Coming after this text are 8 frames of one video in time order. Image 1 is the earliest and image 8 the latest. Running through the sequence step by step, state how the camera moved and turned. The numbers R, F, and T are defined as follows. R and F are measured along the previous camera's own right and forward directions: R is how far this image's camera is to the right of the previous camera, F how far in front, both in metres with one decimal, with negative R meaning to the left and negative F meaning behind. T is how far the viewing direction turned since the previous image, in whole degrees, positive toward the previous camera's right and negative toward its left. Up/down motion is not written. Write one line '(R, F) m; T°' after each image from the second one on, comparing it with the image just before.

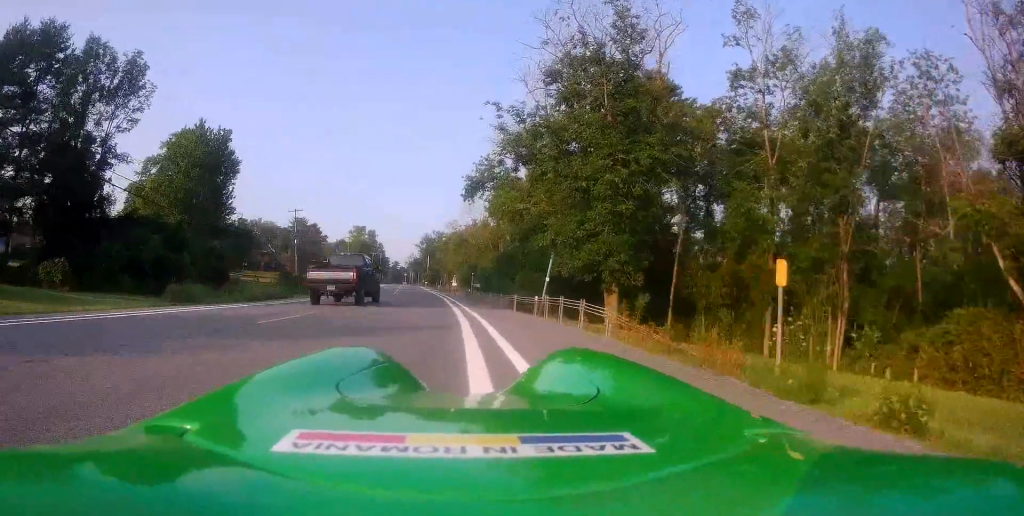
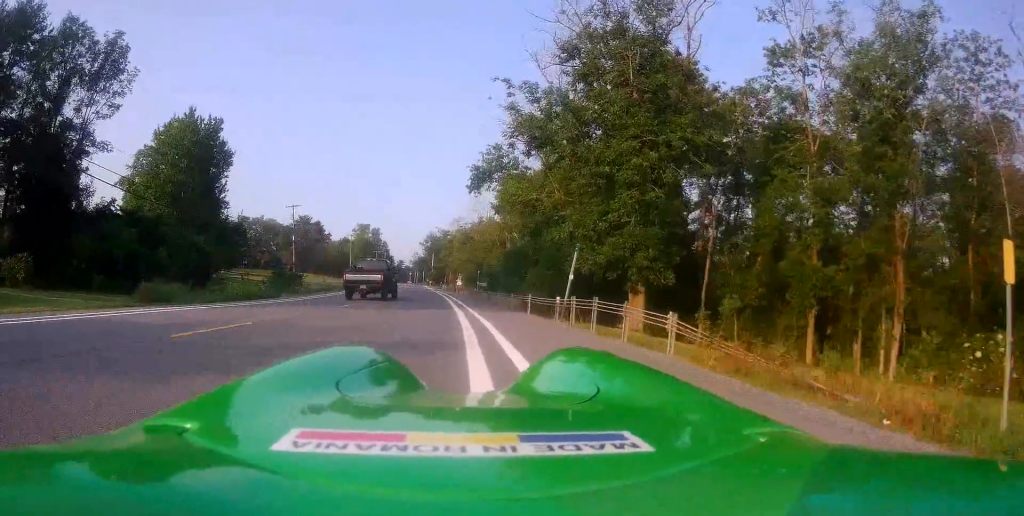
(+0.1, +3.8) m; -1°
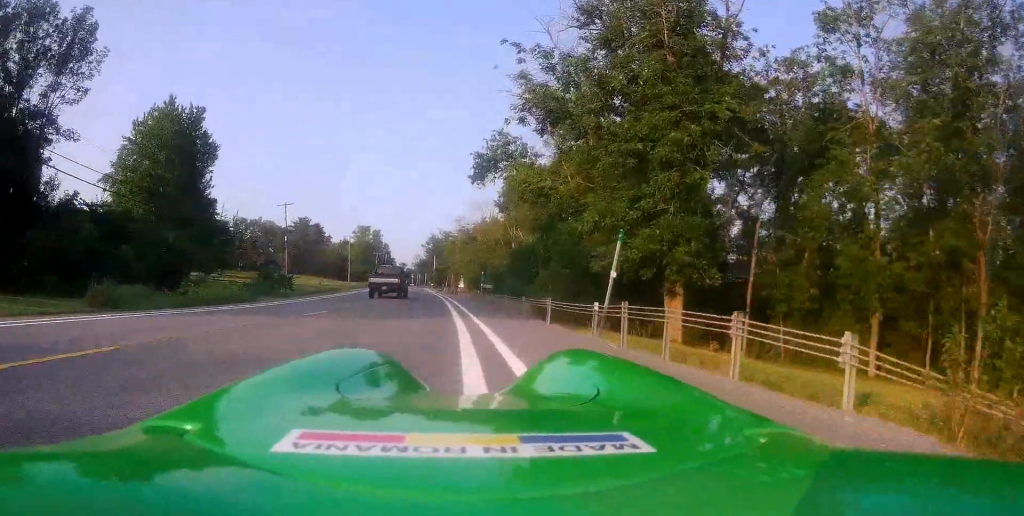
(-0.3, +4.5) m; 0°
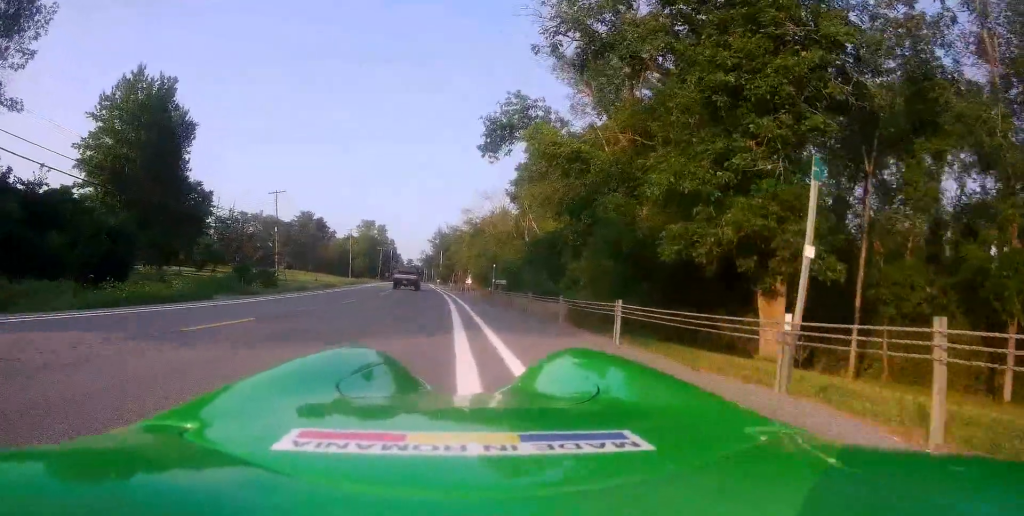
(-0.1, +6.6) m; 0°
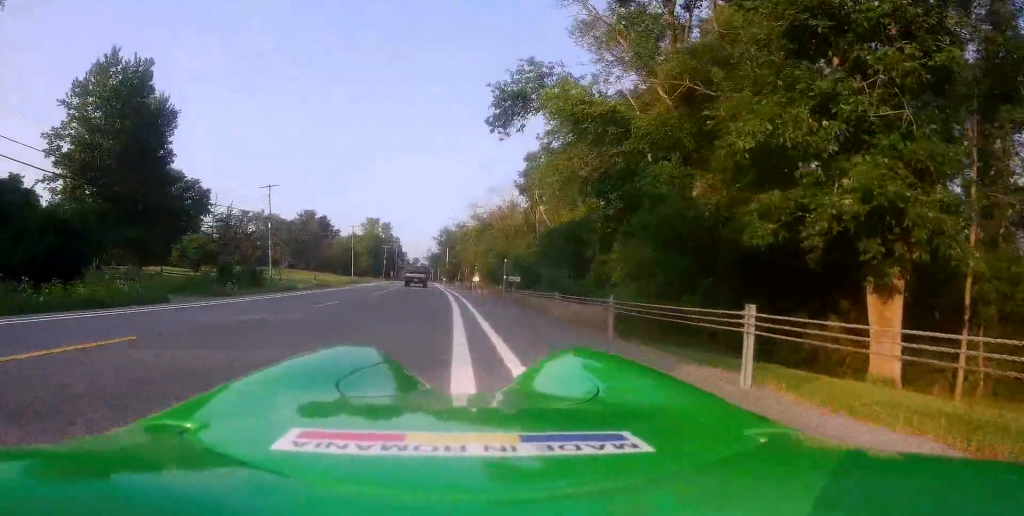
(+0.2, +4.3) m; +1°
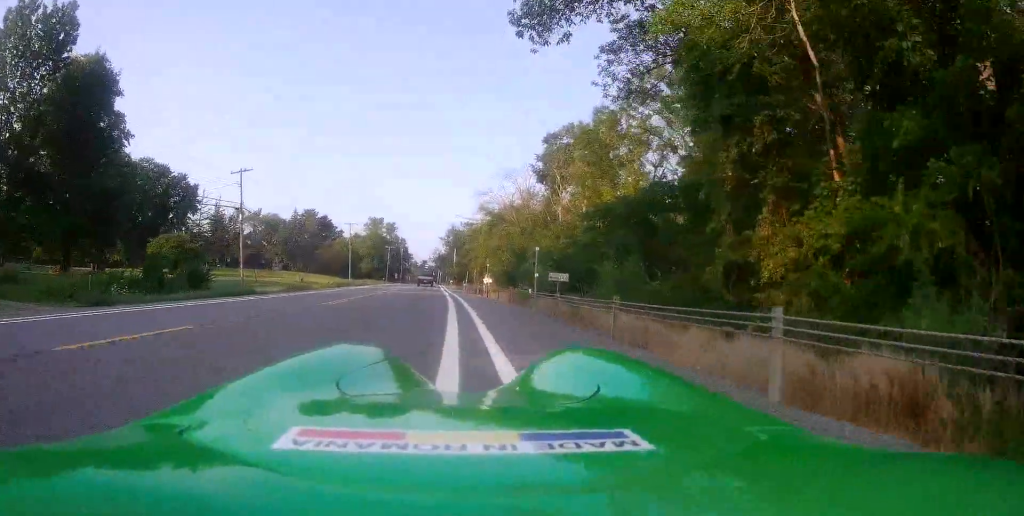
(-0.1, +10.5) m; -1°
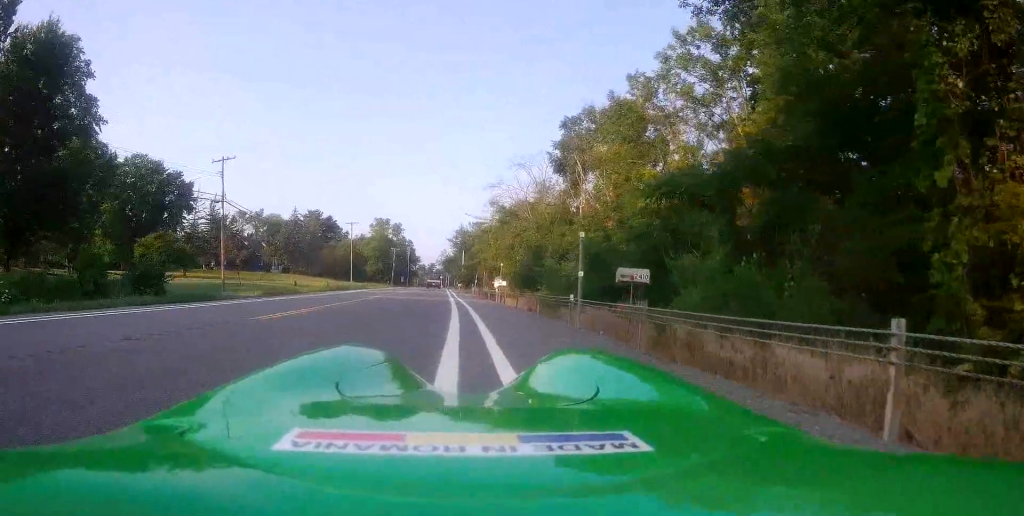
(0.0, +6.2) m; 0°
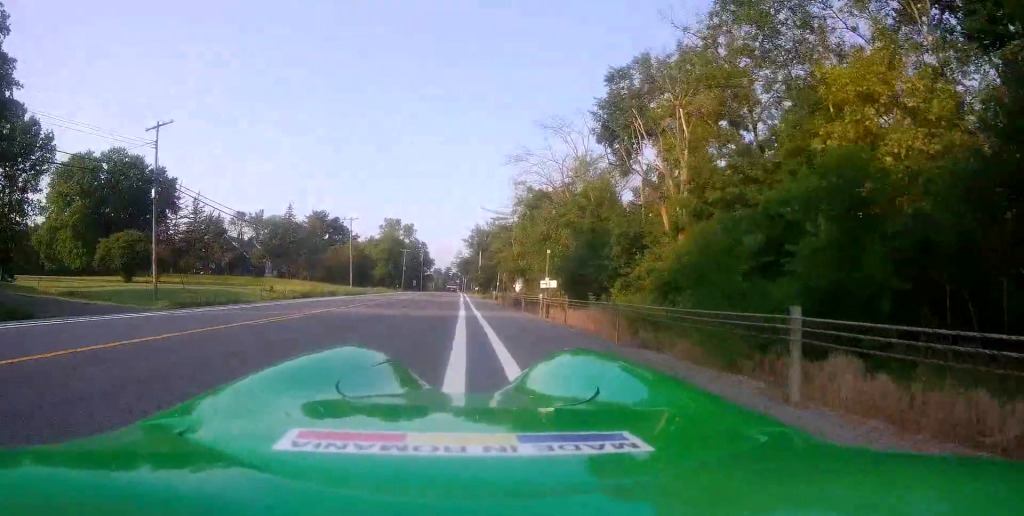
(-0.2, +13.4) m; -2°
